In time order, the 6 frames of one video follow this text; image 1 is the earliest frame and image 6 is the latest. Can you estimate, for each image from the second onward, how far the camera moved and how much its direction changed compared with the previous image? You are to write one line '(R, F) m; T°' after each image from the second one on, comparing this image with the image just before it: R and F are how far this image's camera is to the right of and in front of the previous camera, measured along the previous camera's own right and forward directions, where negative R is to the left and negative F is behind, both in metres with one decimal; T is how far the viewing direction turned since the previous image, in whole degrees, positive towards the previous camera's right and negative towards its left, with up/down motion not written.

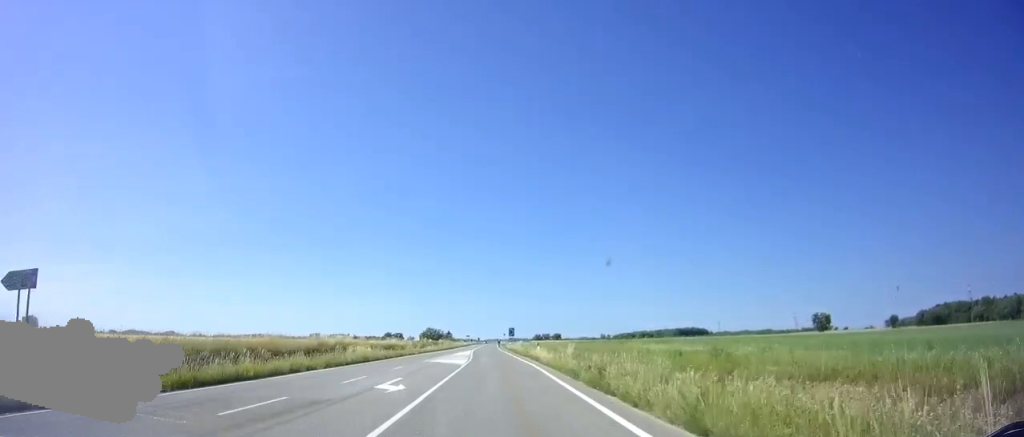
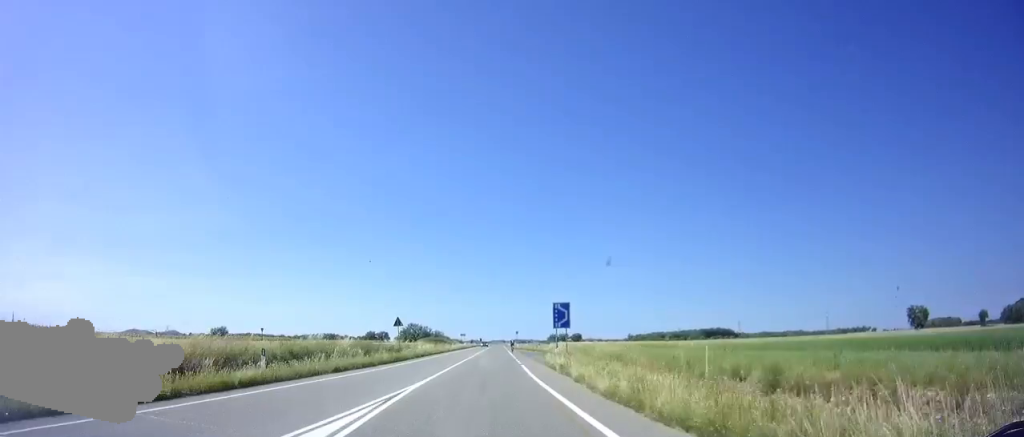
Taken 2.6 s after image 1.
(-0.2, +55.8) m; 0°
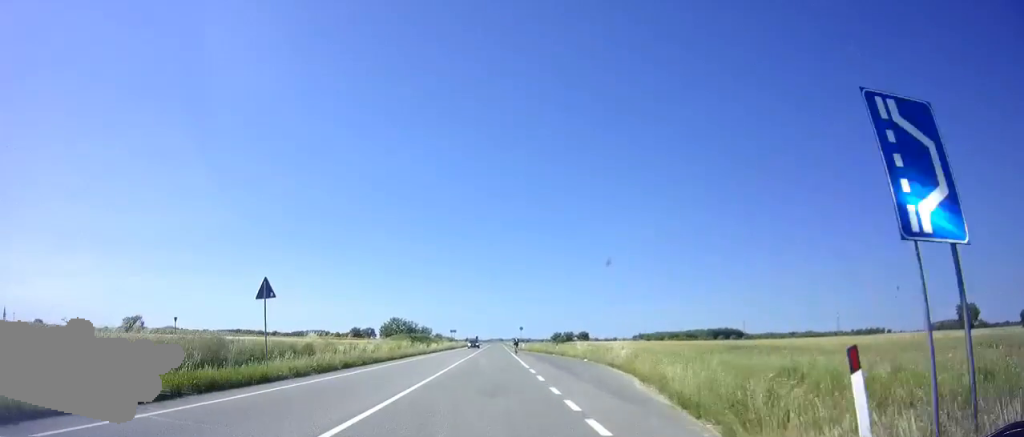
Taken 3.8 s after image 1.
(+0.1, +24.8) m; 0°
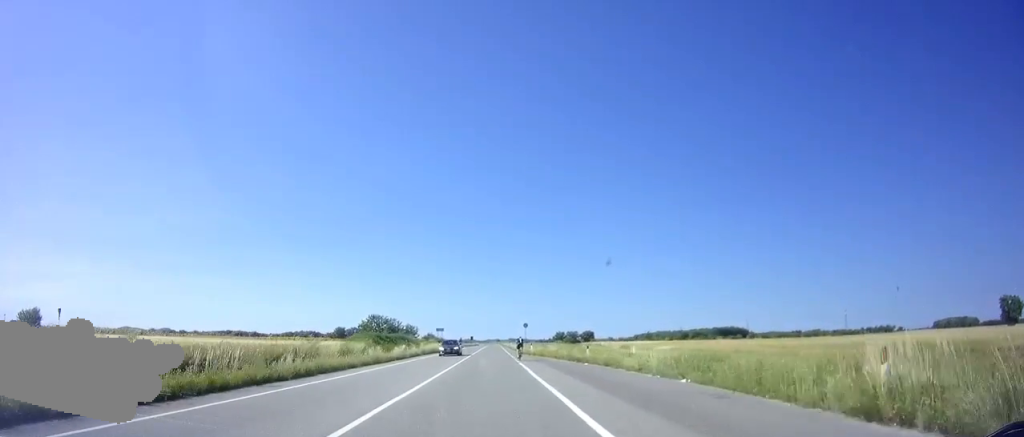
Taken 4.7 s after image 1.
(0.0, +19.2) m; 0°
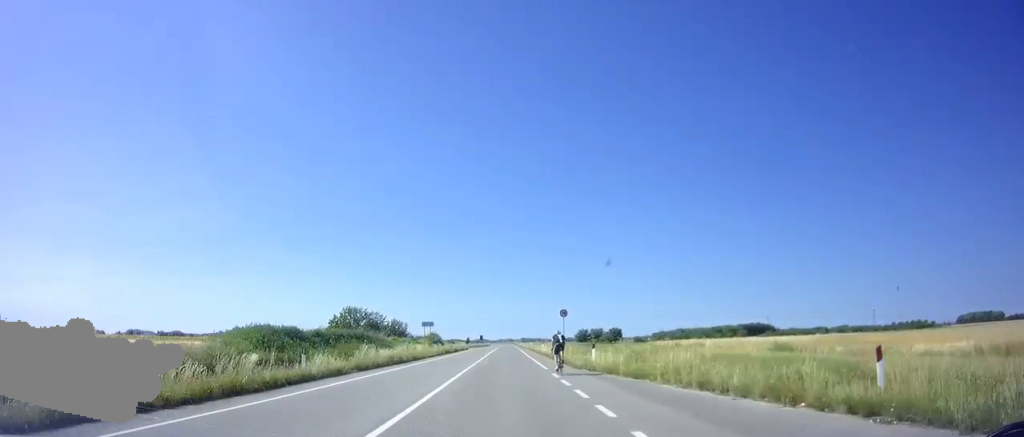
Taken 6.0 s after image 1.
(-0.2, +27.0) m; -1°
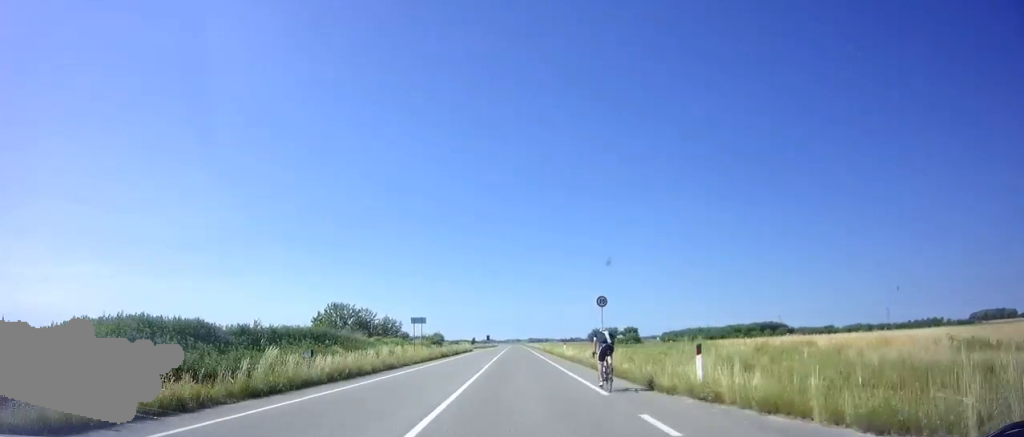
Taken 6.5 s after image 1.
(0.0, +12.1) m; 0°
